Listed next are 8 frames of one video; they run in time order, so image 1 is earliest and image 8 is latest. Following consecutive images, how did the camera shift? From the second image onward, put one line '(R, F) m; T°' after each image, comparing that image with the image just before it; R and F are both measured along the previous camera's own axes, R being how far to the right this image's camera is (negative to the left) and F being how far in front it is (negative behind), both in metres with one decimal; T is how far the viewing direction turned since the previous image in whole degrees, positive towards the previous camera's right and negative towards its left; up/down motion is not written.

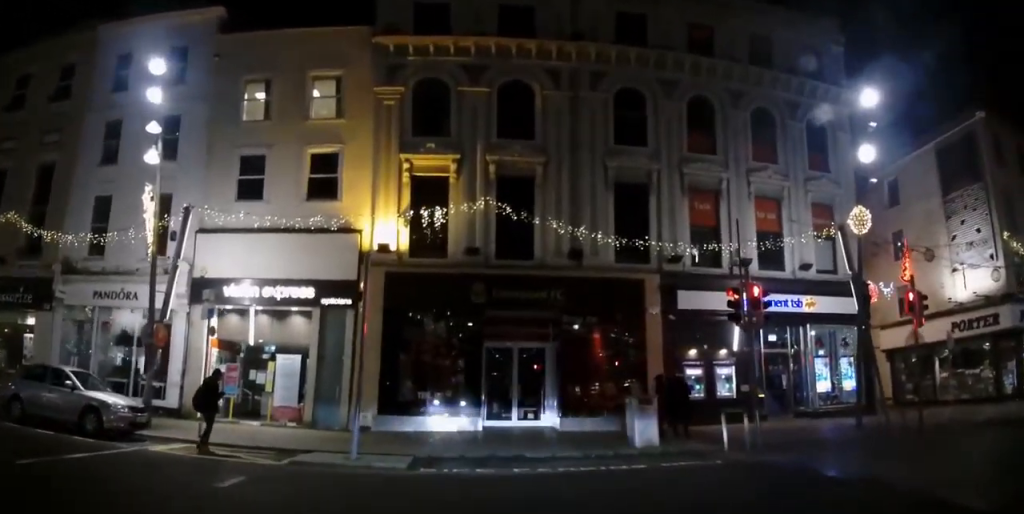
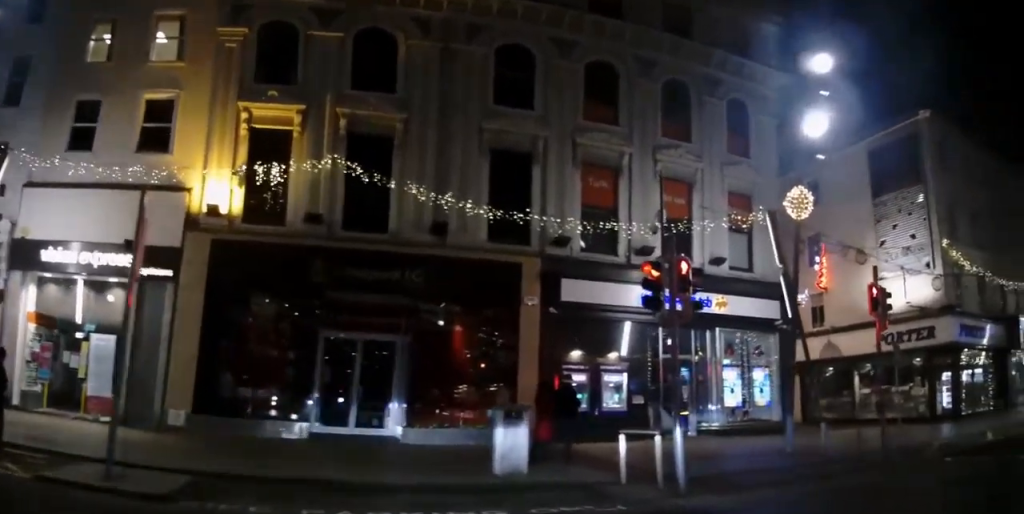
(+0.1, +3.5) m; +13°
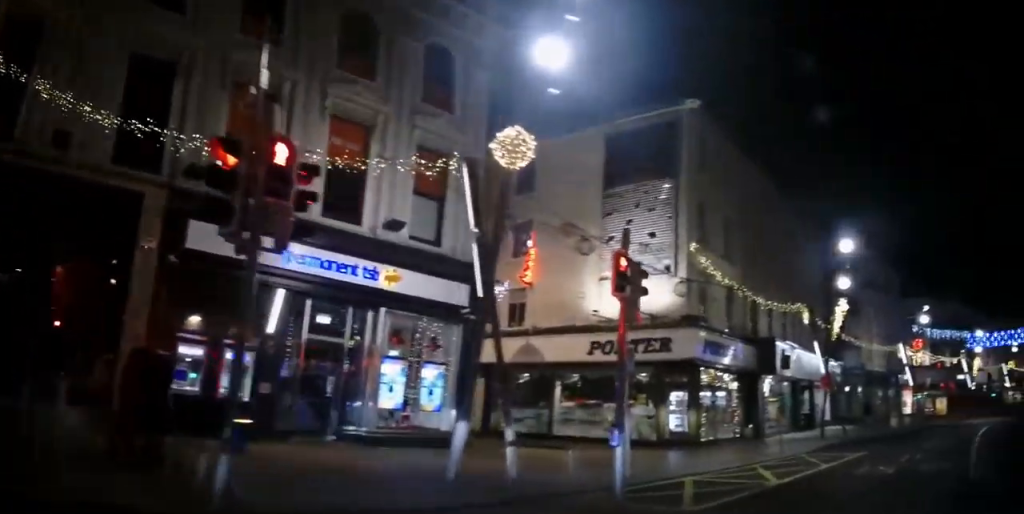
(+0.8, +3.7) m; +28°
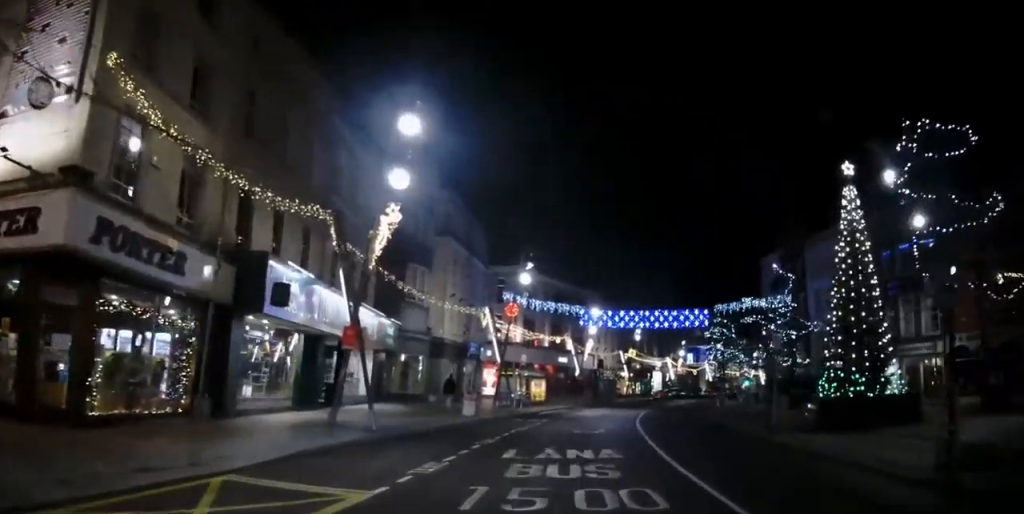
(+5.0, +9.0) m; +40°
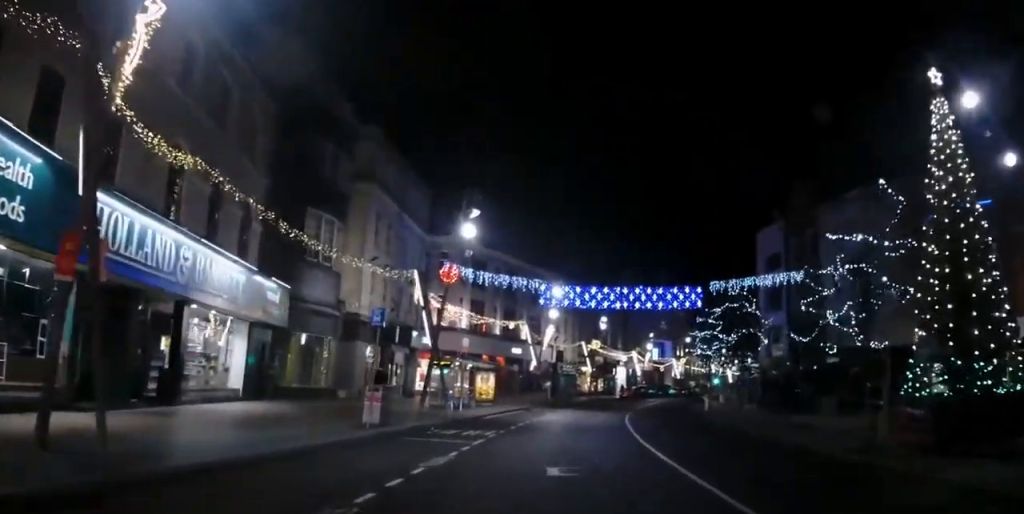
(-0.2, +9.5) m; -2°
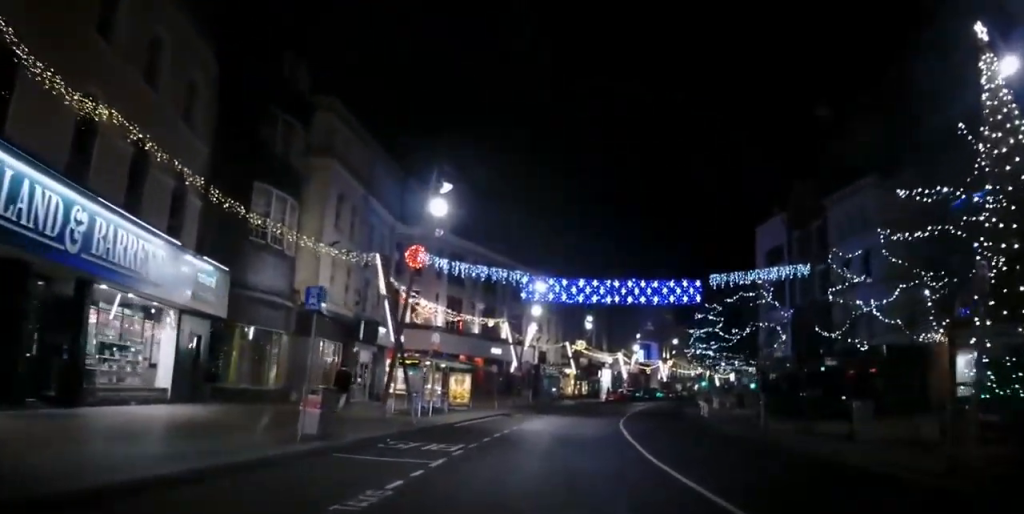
(-0.4, +3.5) m; +4°
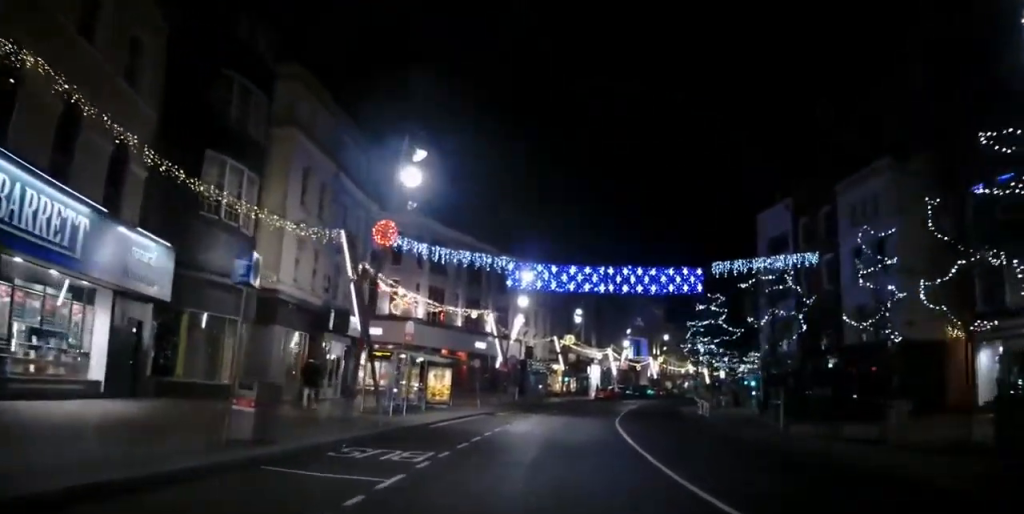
(+0.4, +2.7) m; +3°
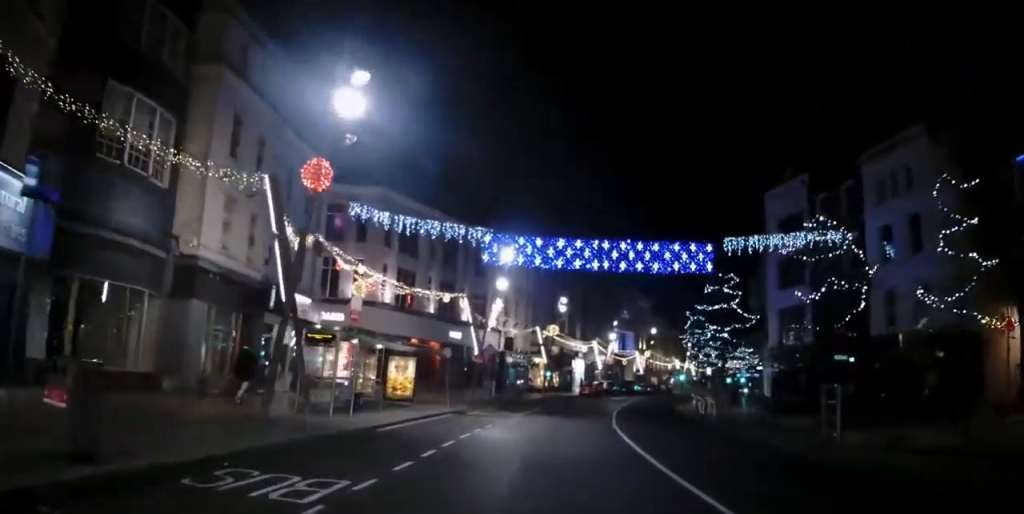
(+0.6, +4.4) m; +3°
